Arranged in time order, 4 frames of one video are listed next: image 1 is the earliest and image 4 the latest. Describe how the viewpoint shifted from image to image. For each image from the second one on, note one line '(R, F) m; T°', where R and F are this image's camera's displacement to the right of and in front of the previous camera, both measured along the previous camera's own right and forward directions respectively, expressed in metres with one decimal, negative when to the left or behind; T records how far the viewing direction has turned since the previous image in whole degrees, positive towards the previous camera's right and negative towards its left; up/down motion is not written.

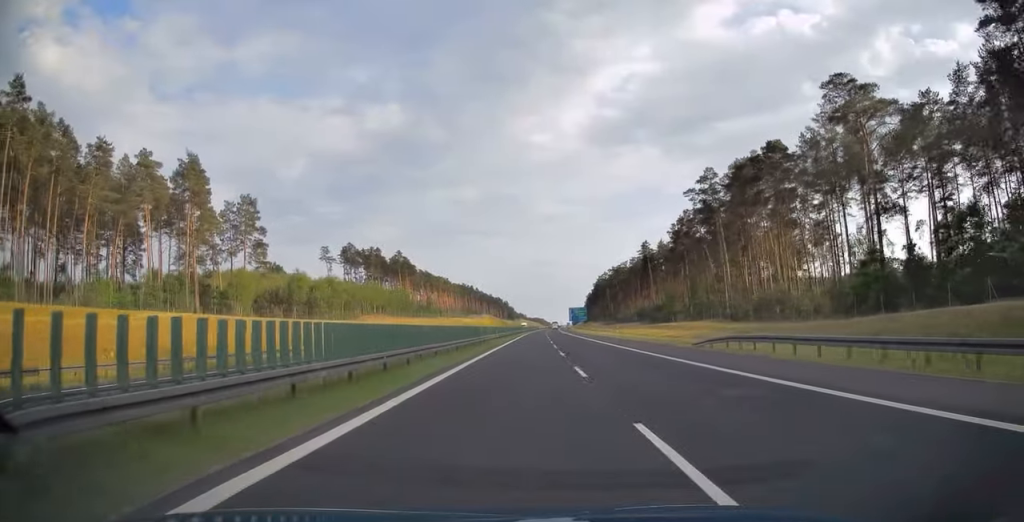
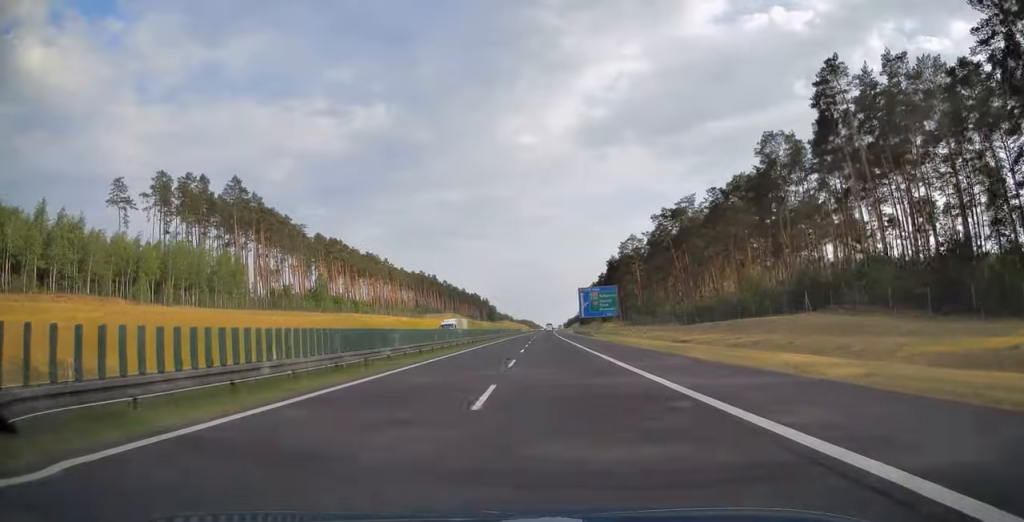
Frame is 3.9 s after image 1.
(+2.1, +126.5) m; +1°
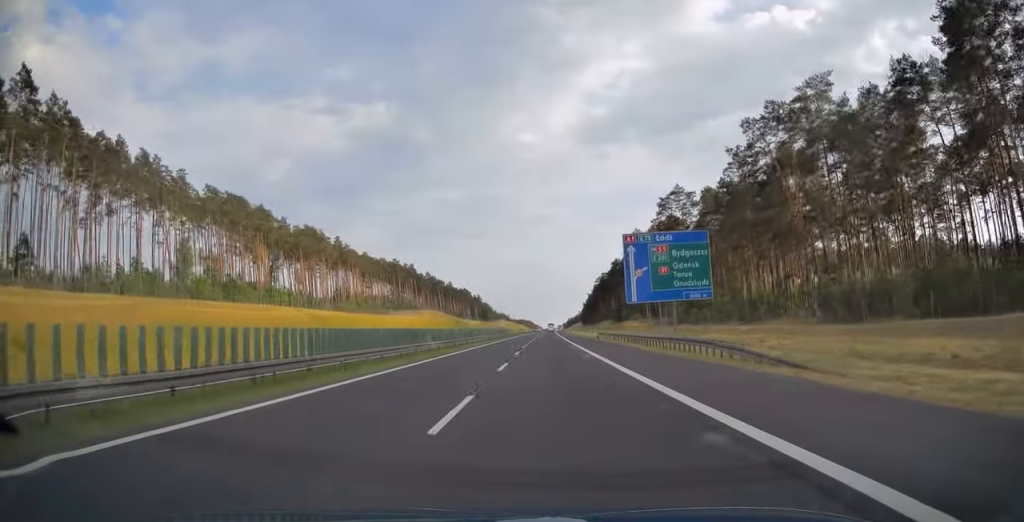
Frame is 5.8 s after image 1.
(0.0, +62.1) m; 0°
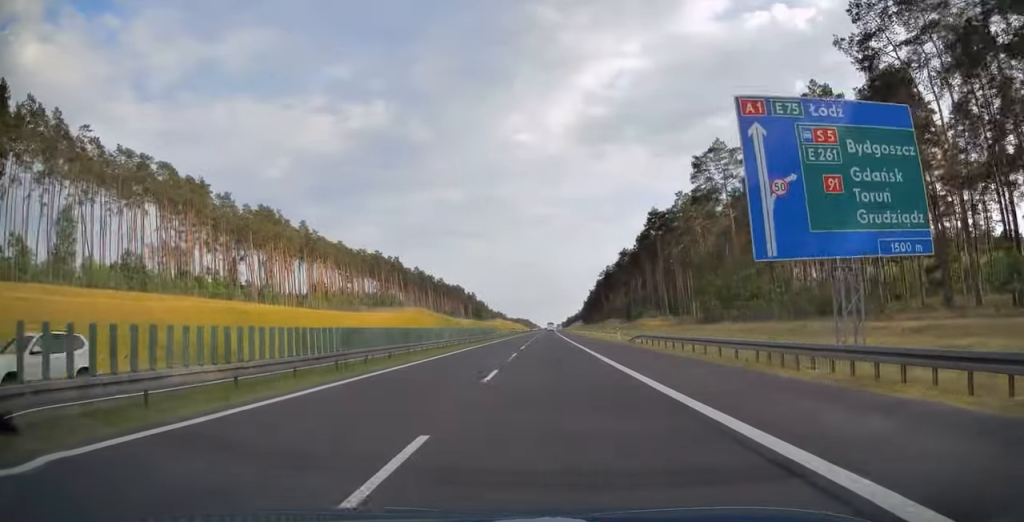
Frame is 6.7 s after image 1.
(+0.1, +28.9) m; 0°
